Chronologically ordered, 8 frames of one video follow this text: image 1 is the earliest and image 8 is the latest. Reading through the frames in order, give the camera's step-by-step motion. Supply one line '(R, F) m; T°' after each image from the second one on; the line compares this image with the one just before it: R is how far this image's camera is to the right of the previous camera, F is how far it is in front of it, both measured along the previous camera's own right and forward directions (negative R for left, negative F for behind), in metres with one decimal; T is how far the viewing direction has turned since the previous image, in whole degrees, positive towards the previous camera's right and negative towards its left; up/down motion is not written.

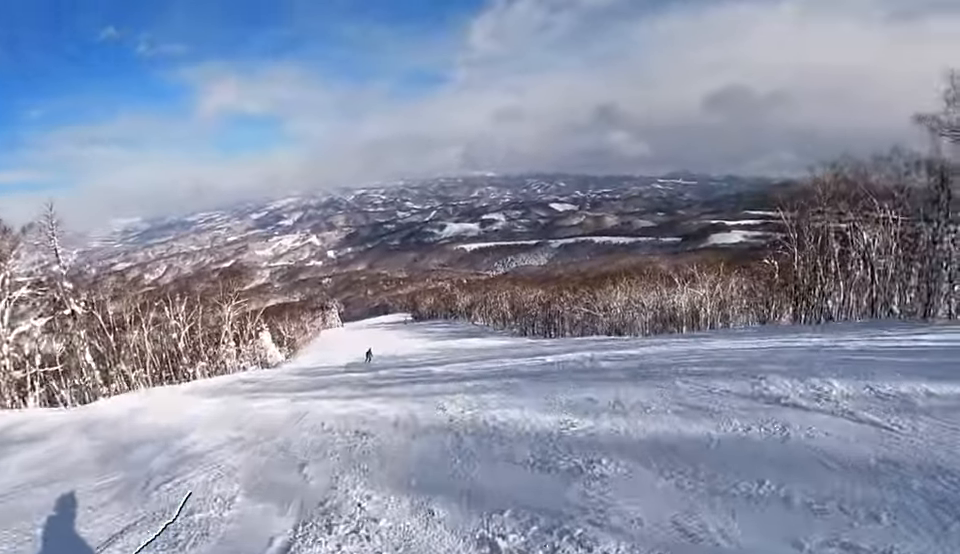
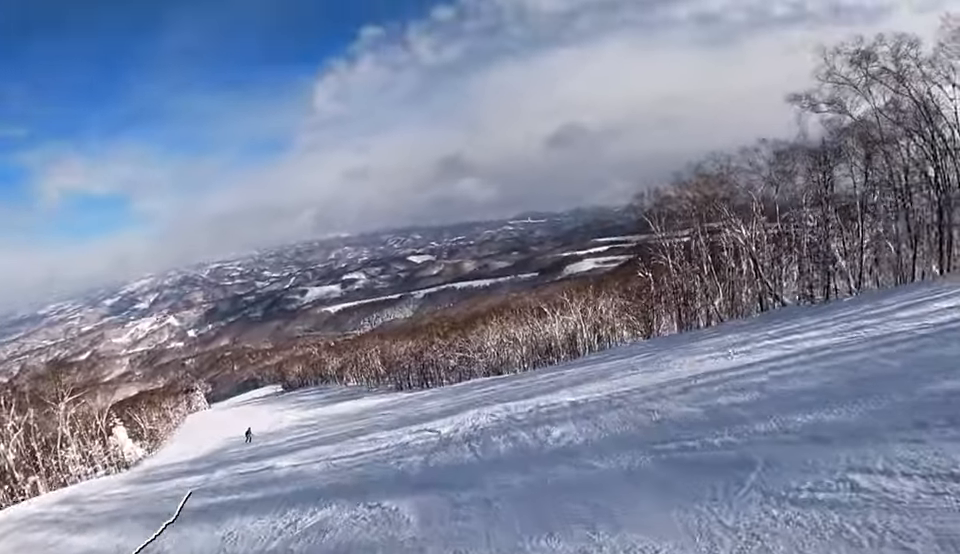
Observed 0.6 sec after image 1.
(+0.4, +5.6) m; +12°
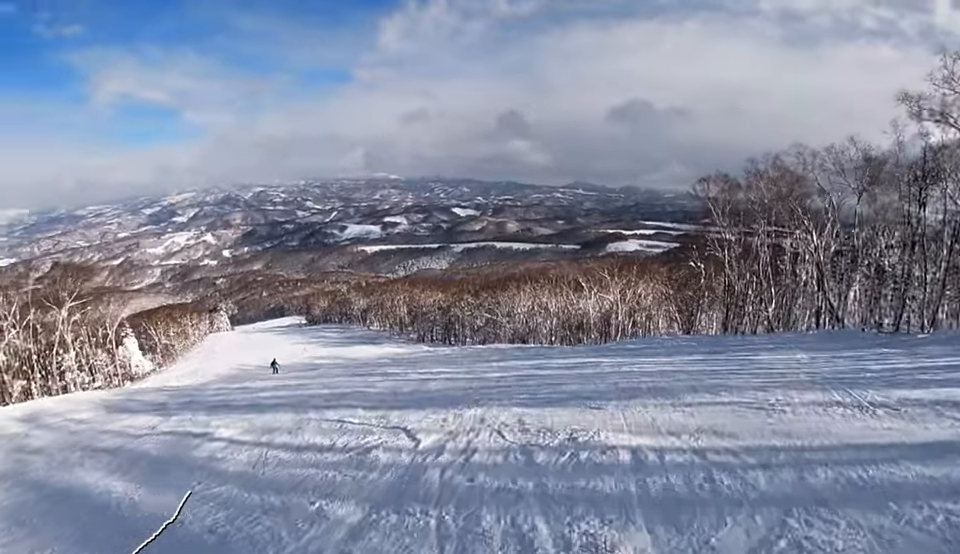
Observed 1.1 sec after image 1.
(+0.5, +3.7) m; -5°
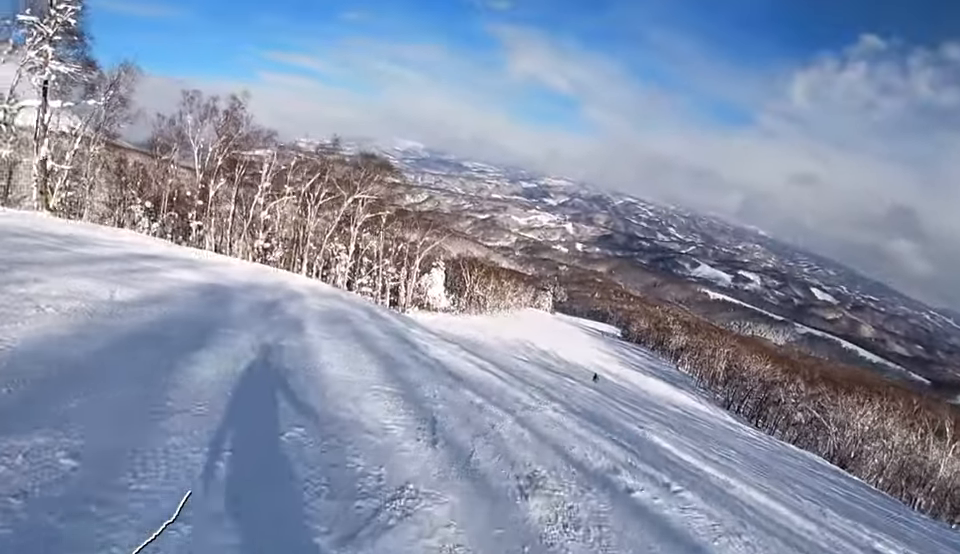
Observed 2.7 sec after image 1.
(-2.5, +12.2) m; -25°
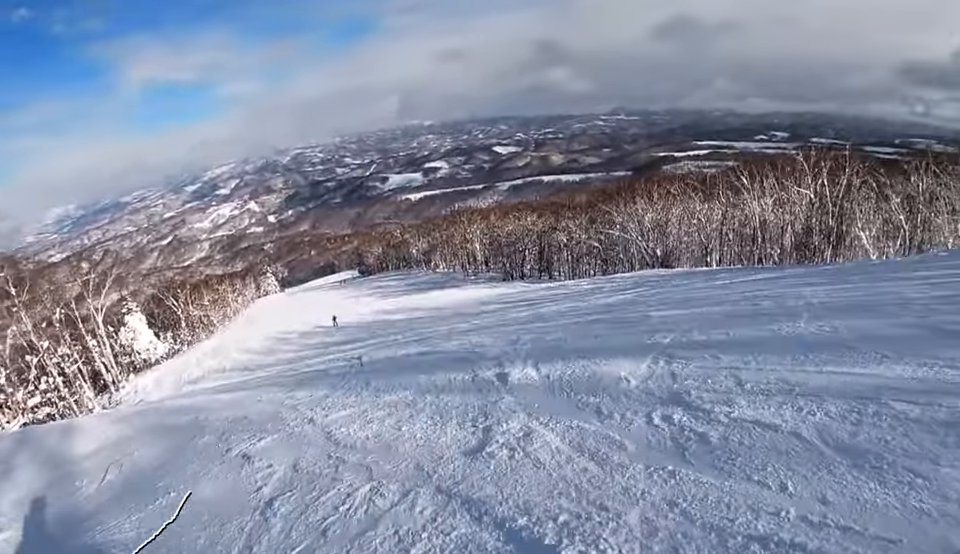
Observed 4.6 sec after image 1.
(+1.9, +15.4) m; +16°
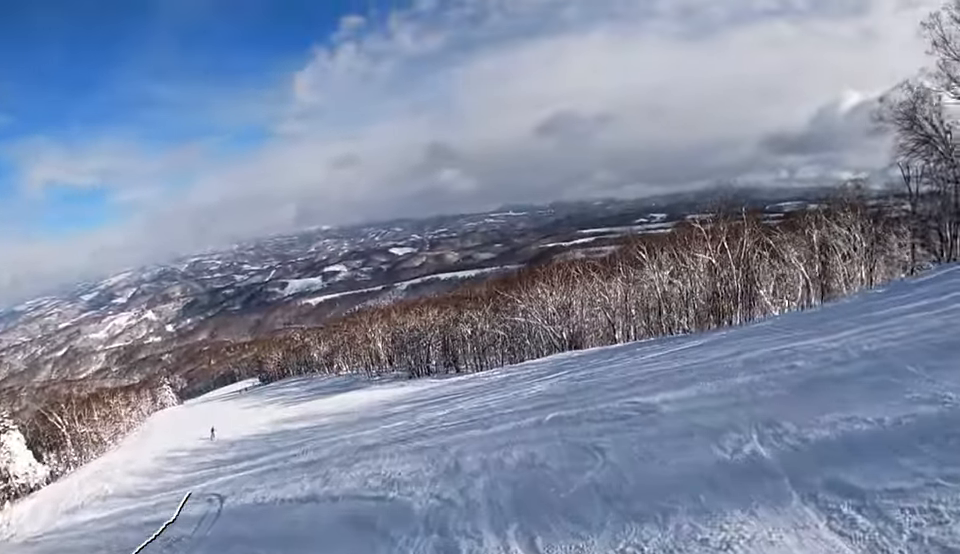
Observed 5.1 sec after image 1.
(+0.1, +3.7) m; +1°
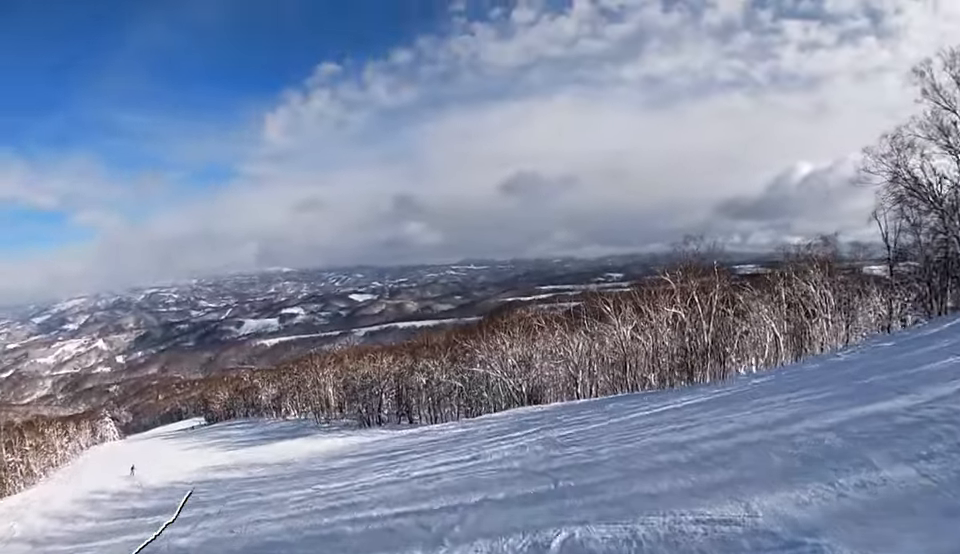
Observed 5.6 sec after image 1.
(+0.1, +4.1) m; 0°
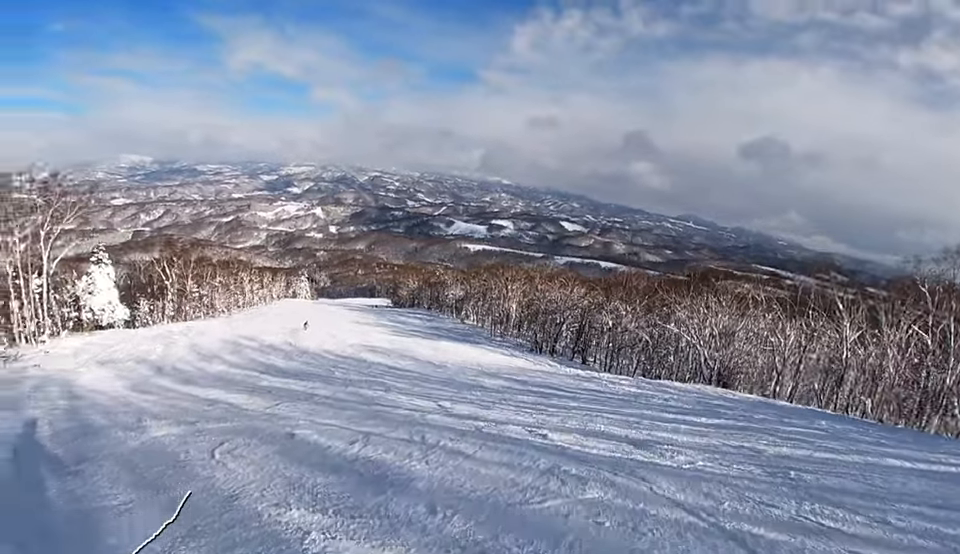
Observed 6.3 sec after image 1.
(-0.1, +6.5) m; -6°
